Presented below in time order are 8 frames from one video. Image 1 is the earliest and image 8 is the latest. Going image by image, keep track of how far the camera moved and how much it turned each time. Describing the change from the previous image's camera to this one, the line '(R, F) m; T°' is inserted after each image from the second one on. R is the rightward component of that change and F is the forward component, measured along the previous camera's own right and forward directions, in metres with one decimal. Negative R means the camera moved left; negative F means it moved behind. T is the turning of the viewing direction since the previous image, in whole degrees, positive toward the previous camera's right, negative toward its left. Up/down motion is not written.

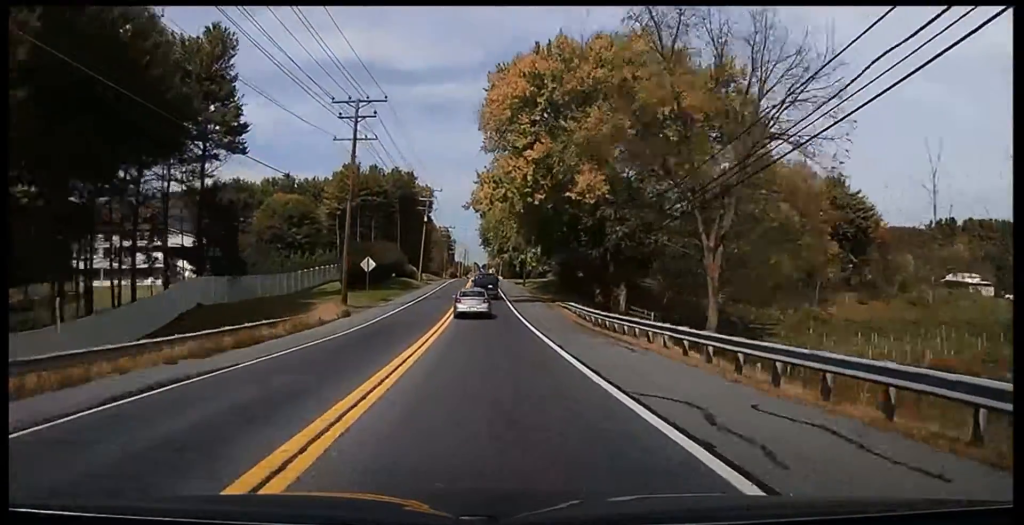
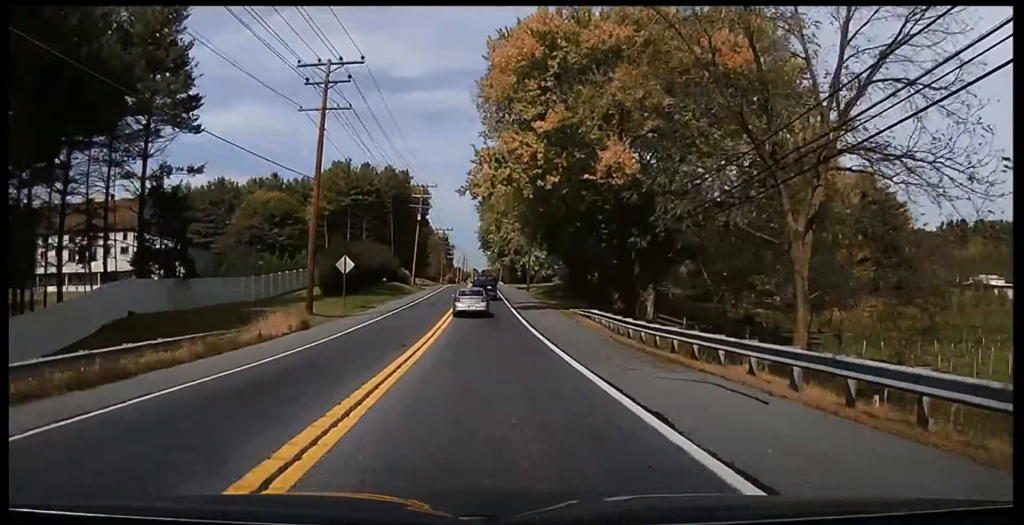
(-0.2, +8.7) m; 0°
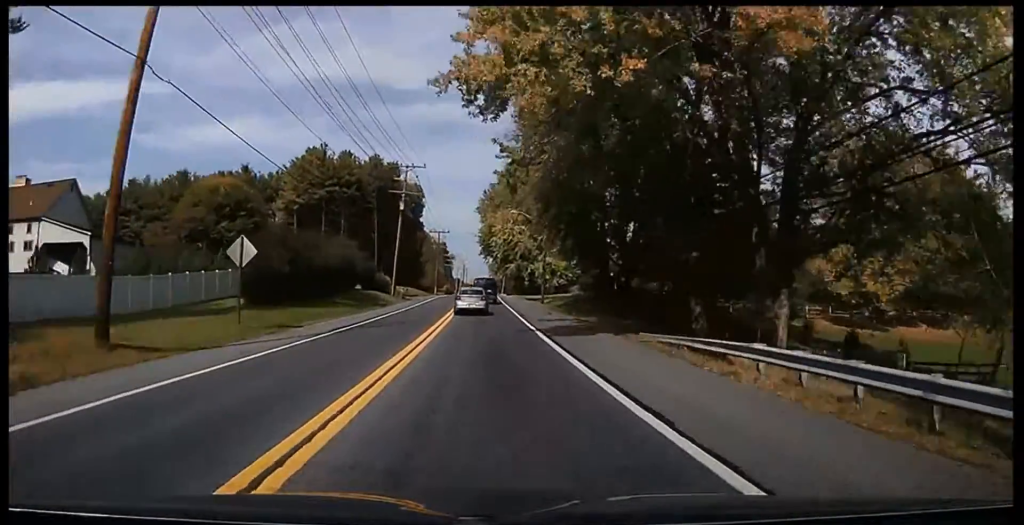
(0.0, +20.2) m; 0°
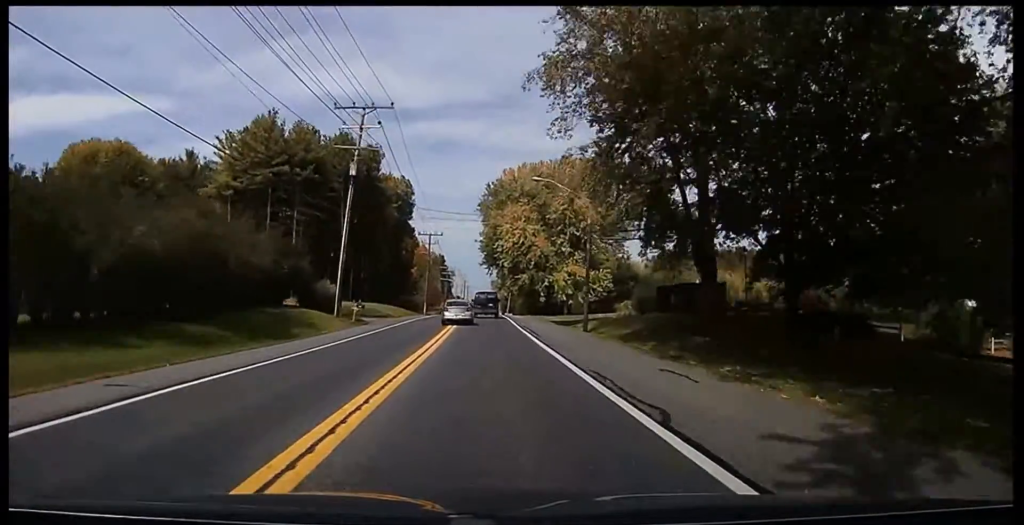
(-0.3, +24.8) m; -1°
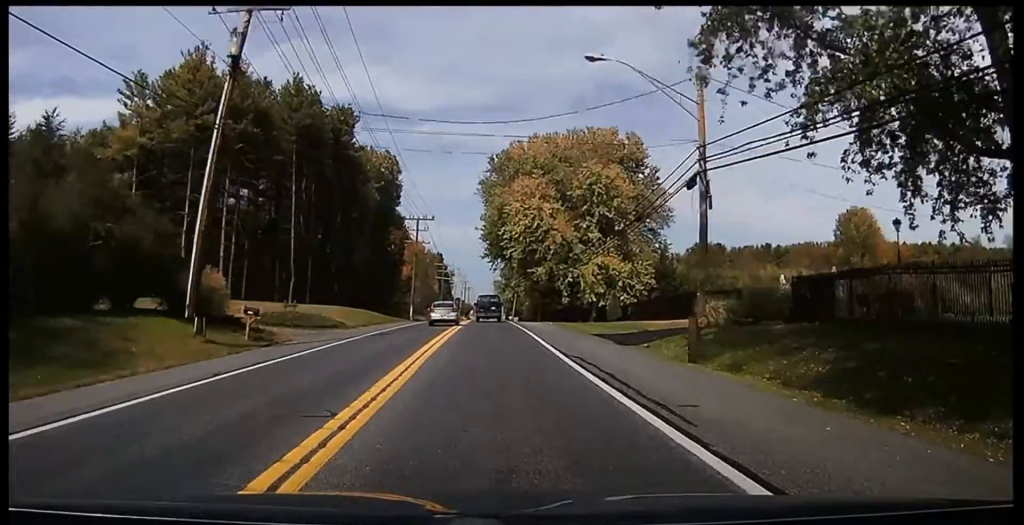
(-0.1, +19.3) m; 0°
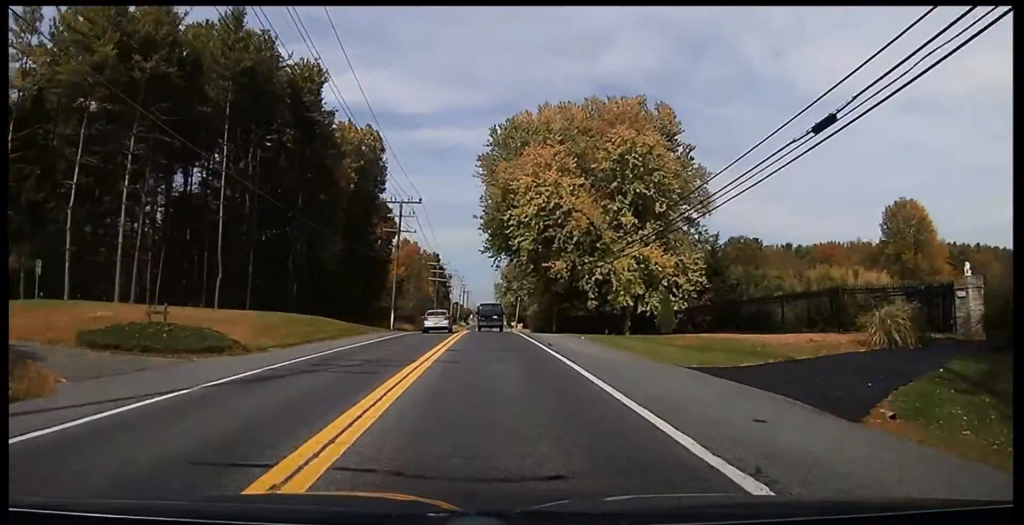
(+0.1, +16.0) m; 0°
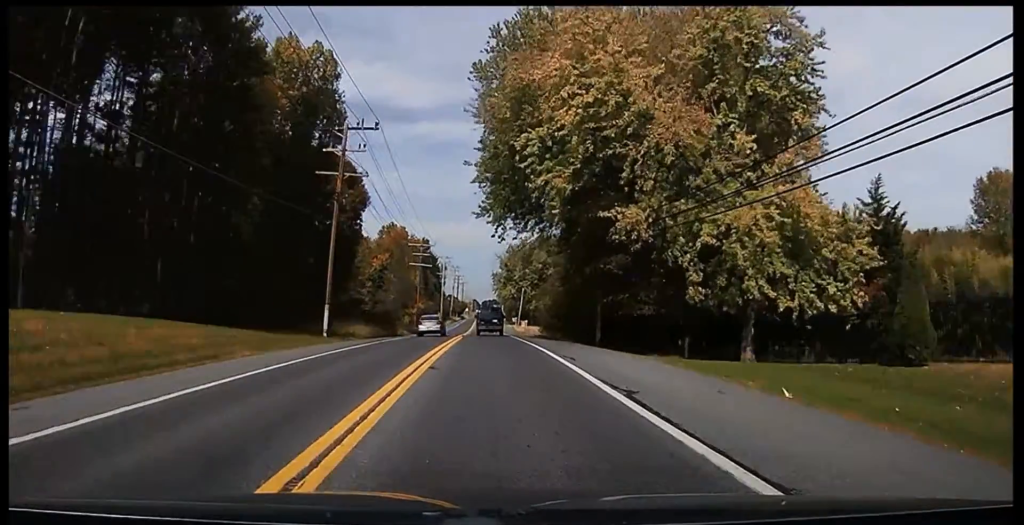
(-0.2, +23.7) m; 0°
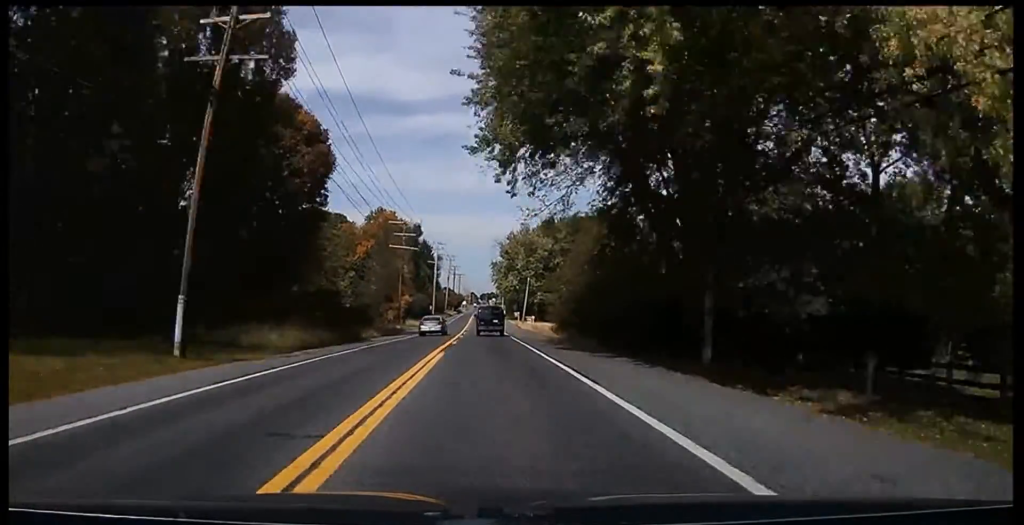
(+0.3, +23.2) m; +1°
